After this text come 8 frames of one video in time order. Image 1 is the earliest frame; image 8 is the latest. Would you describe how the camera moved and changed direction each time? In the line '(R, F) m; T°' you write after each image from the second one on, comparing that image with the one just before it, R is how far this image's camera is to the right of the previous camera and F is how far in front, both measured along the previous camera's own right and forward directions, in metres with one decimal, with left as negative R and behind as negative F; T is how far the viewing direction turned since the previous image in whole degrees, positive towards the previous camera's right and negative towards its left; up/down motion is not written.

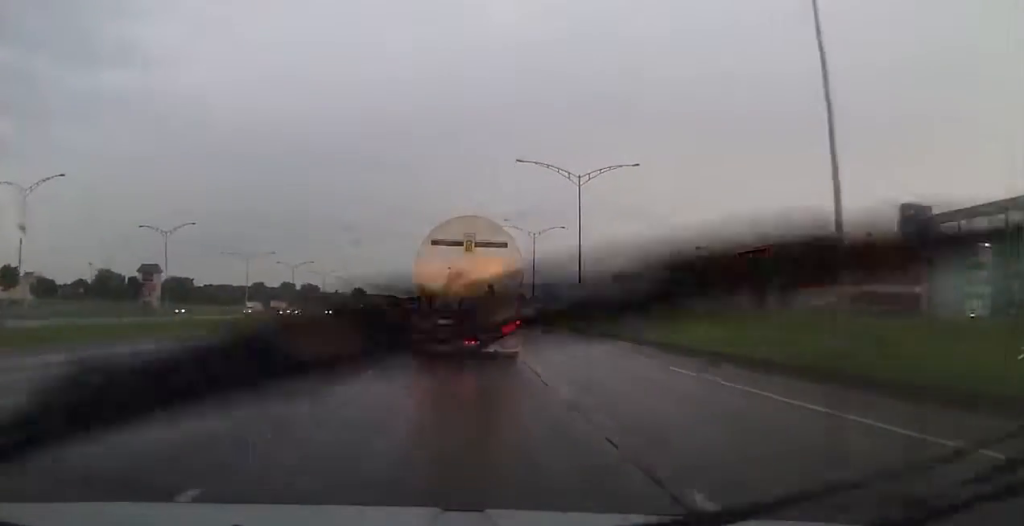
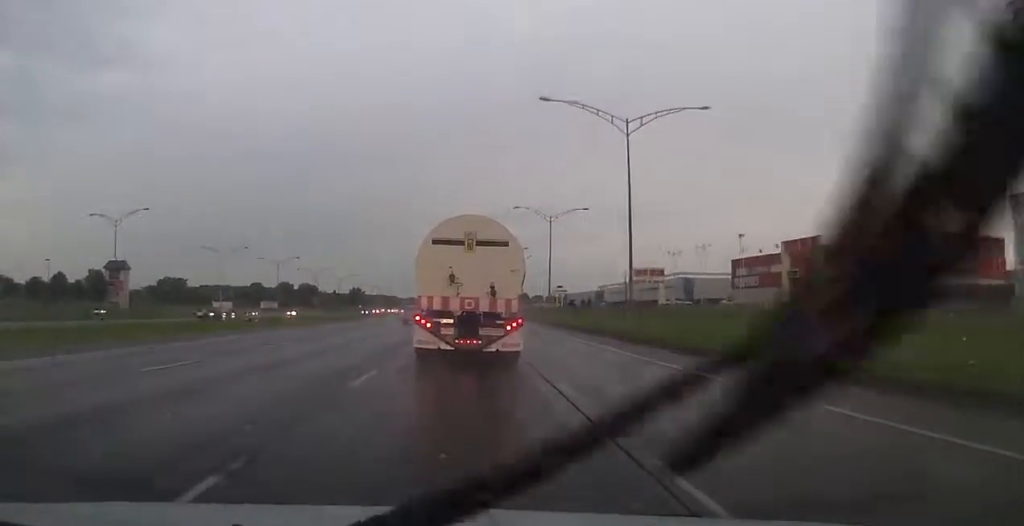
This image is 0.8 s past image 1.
(0.0, +17.6) m; -1°
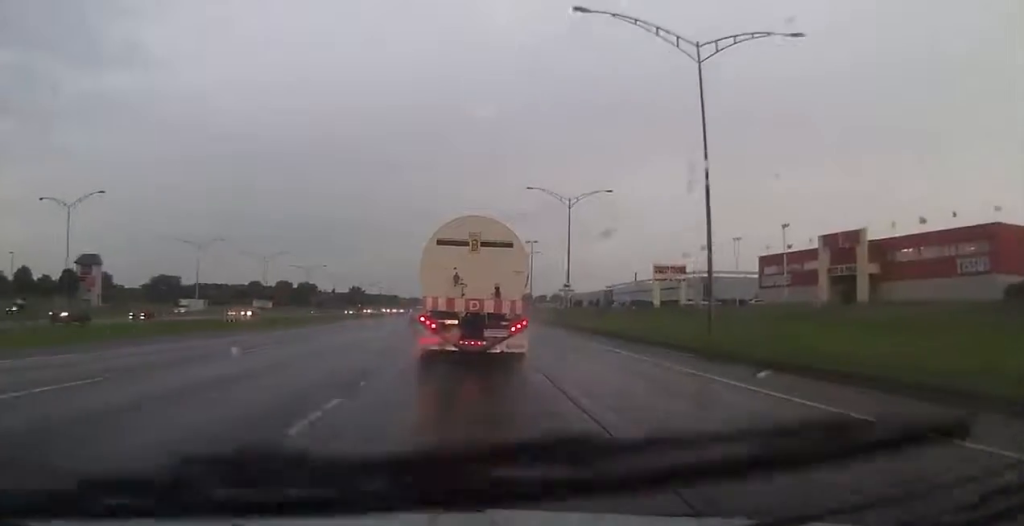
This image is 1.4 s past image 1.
(-0.2, +13.2) m; 0°
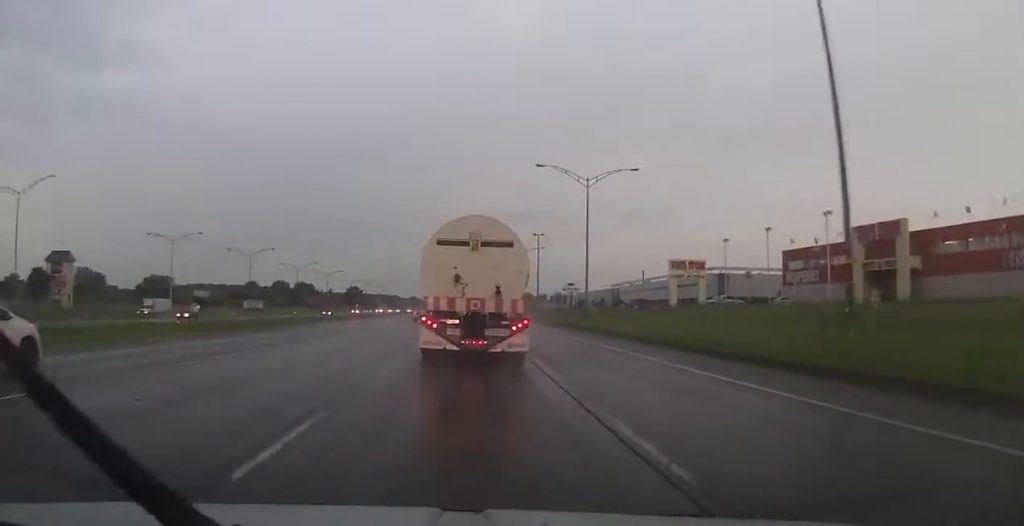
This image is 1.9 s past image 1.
(0.0, +10.9) m; 0°
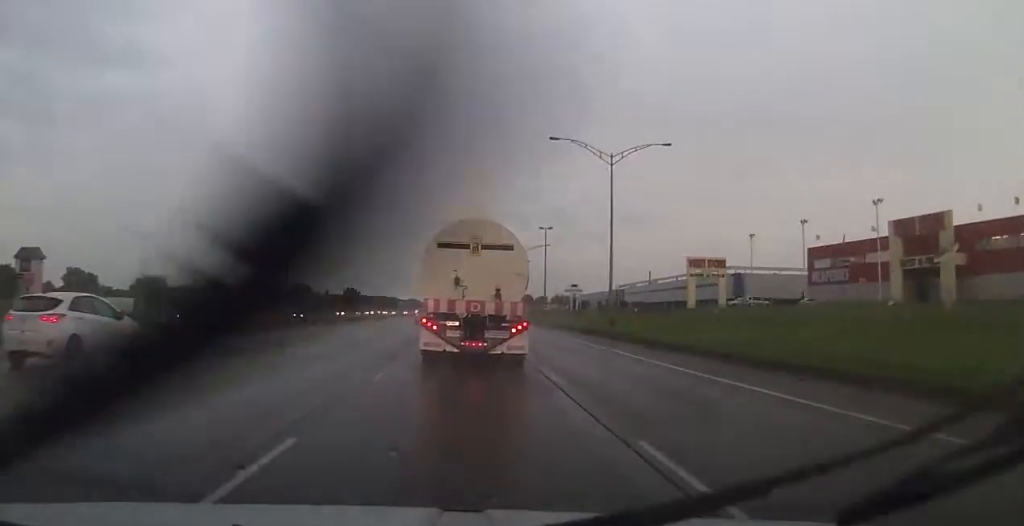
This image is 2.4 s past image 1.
(+0.1, +10.2) m; 0°
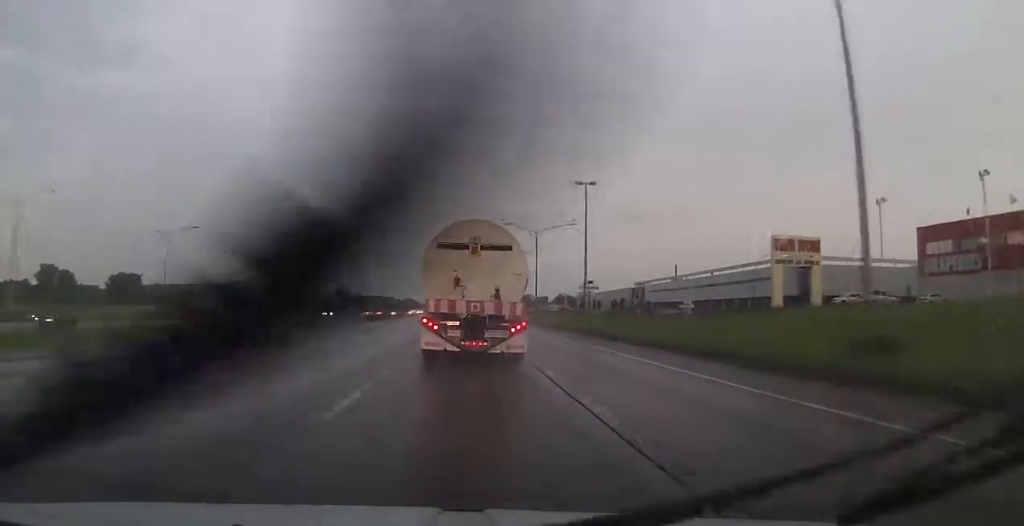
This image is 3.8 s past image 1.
(+0.1, +31.9) m; 0°
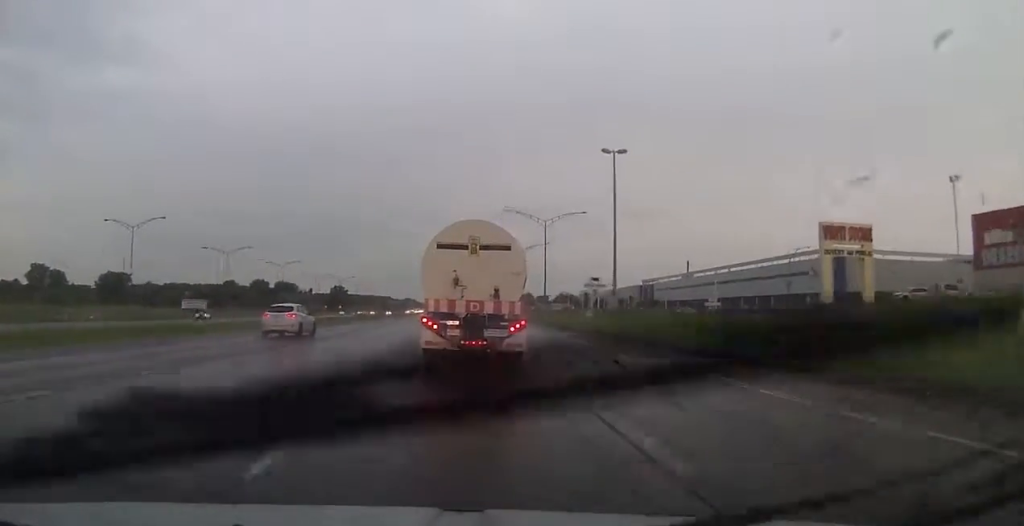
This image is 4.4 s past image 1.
(0.0, +11.6) m; 0°
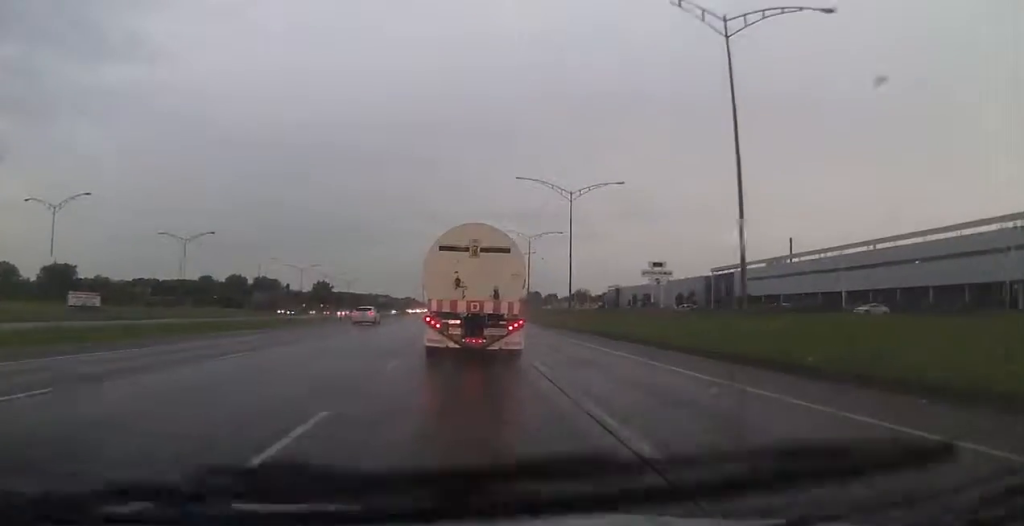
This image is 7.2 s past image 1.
(+0.4, +62.7) m; +1°
